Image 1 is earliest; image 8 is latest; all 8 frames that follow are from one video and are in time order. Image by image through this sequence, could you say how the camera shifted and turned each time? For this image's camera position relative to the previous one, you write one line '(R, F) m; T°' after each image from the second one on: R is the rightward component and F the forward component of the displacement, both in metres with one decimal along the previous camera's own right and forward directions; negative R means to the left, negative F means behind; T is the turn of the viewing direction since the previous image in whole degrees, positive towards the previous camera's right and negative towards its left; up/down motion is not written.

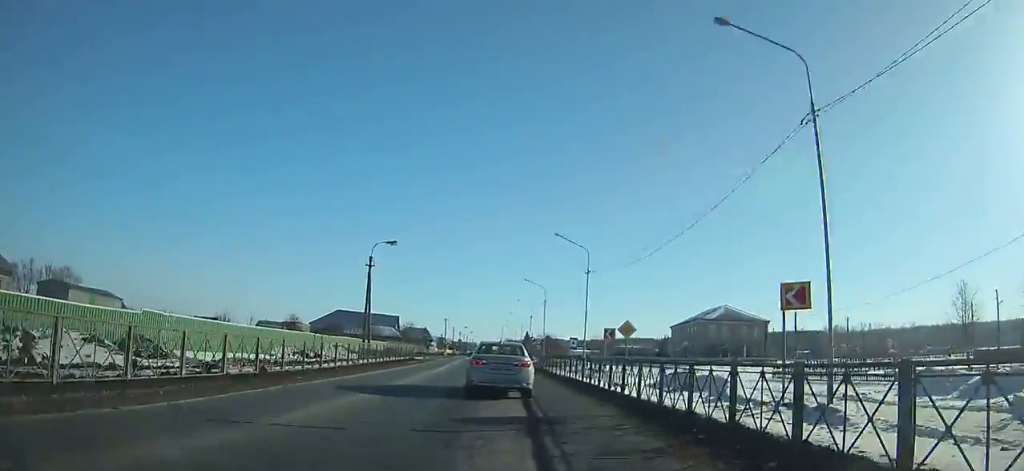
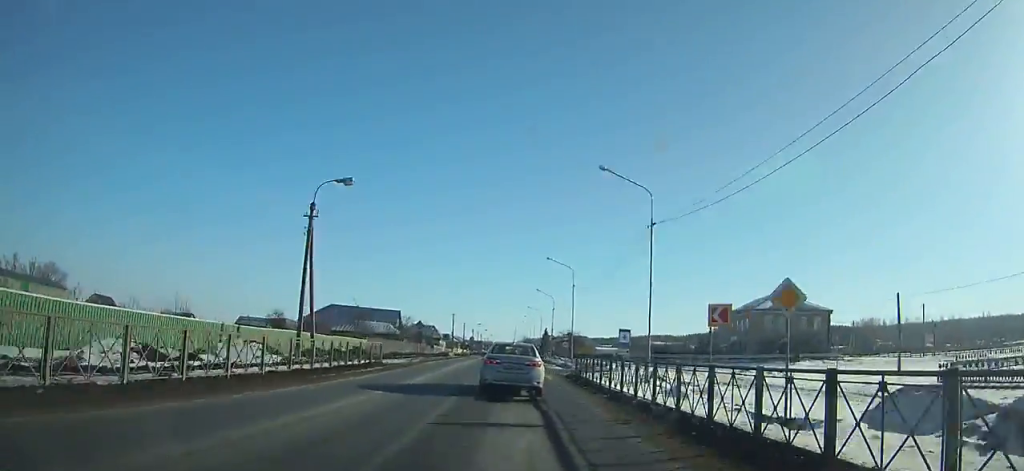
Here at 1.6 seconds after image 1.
(-0.7, +17.1) m; -2°
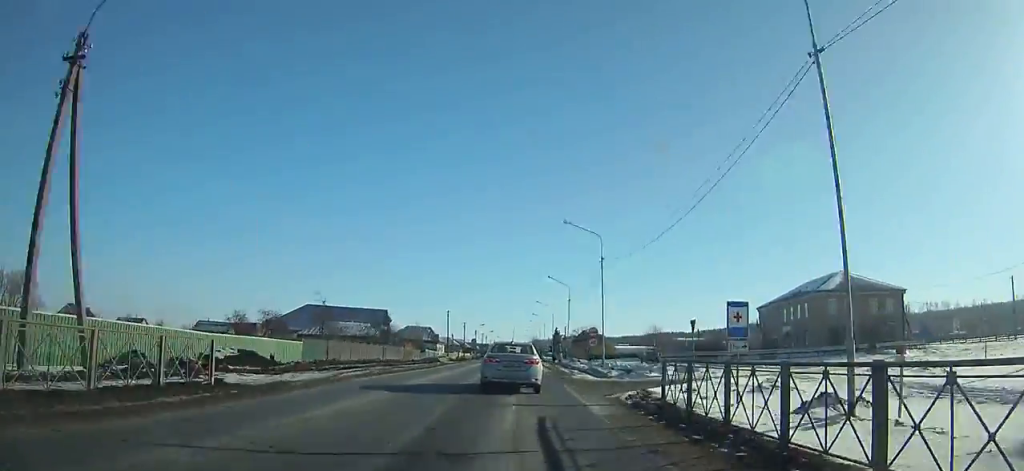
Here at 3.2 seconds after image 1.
(-0.3, +17.3) m; -1°
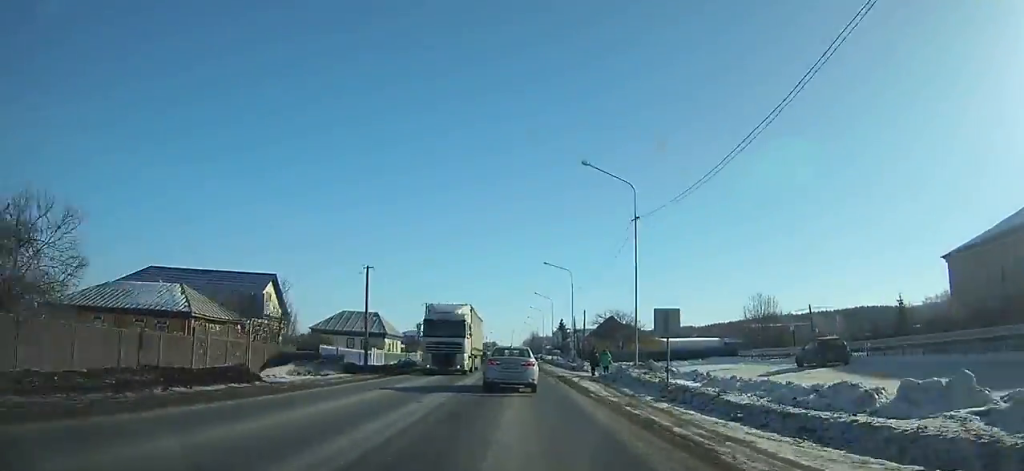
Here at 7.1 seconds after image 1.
(0.0, +45.4) m; 0°
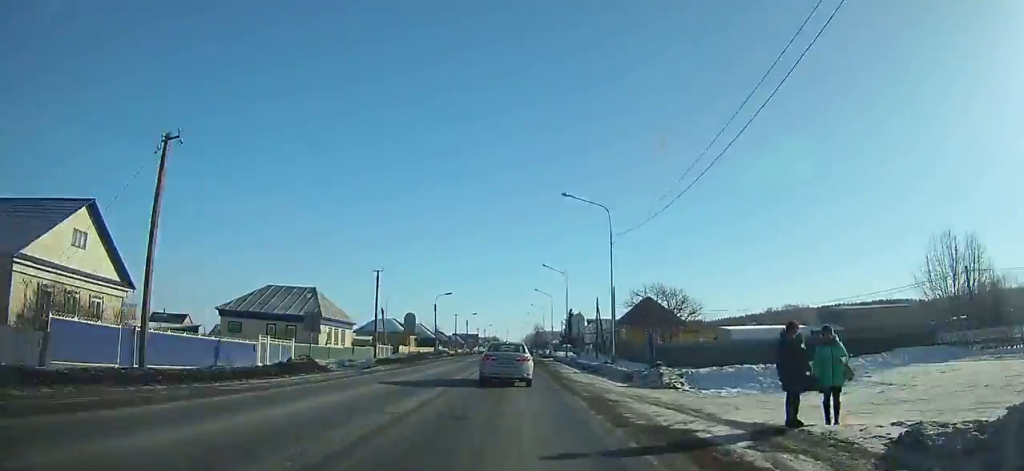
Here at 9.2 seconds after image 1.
(+0.1, +25.7) m; 0°
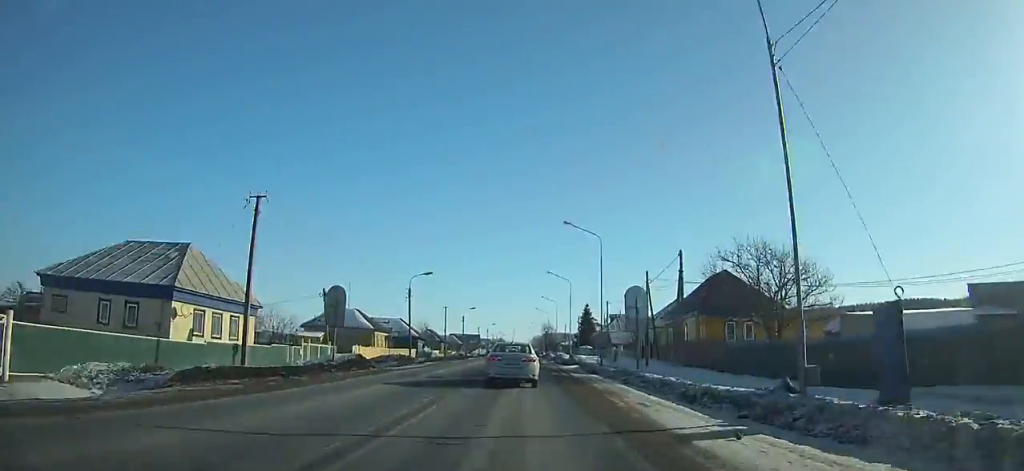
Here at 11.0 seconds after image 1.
(-0.1, +23.0) m; 0°
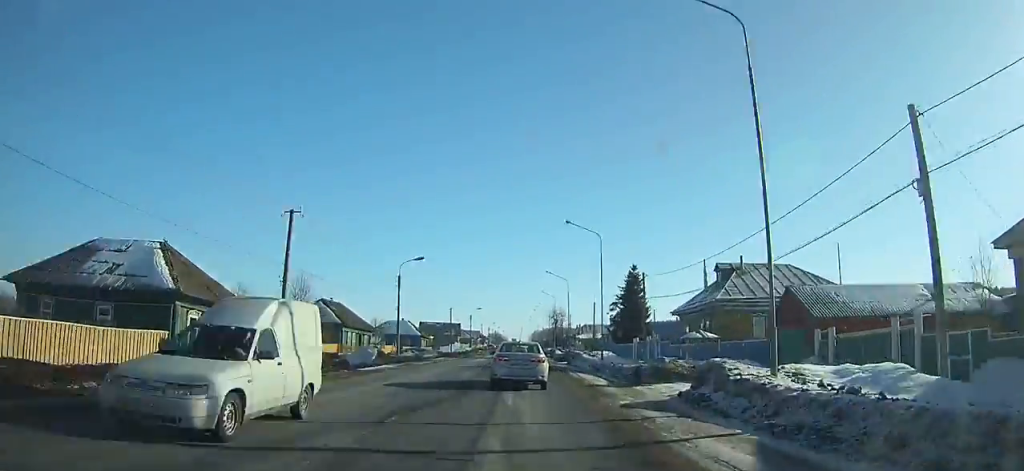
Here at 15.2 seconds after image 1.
(-0.3, +54.8) m; 0°
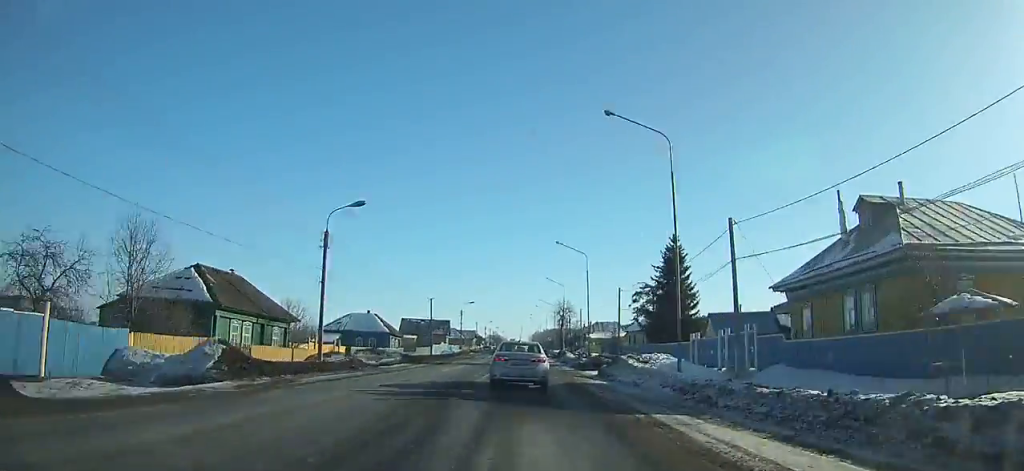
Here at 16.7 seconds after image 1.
(+0.1, +19.7) m; 0°
